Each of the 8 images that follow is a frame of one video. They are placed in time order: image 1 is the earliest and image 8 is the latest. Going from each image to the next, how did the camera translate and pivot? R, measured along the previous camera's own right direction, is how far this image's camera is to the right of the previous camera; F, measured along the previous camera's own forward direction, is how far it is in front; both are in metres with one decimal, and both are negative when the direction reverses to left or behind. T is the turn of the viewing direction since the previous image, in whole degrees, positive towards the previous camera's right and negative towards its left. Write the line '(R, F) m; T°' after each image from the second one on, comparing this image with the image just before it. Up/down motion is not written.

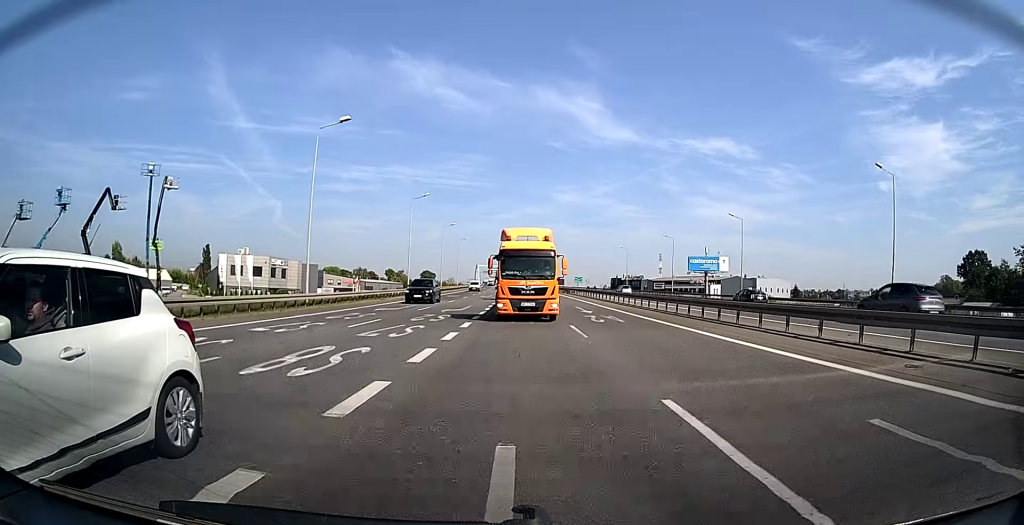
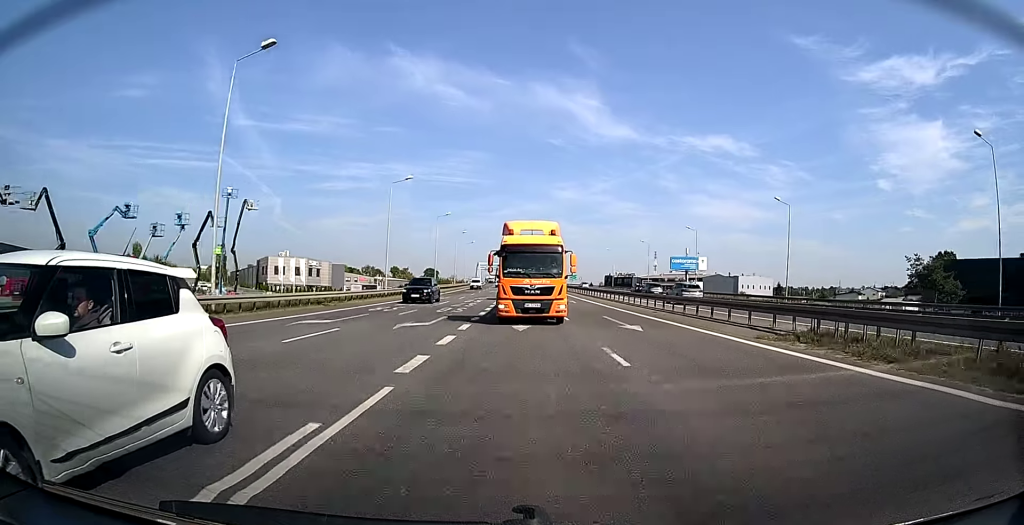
(-0.2, +19.0) m; 0°
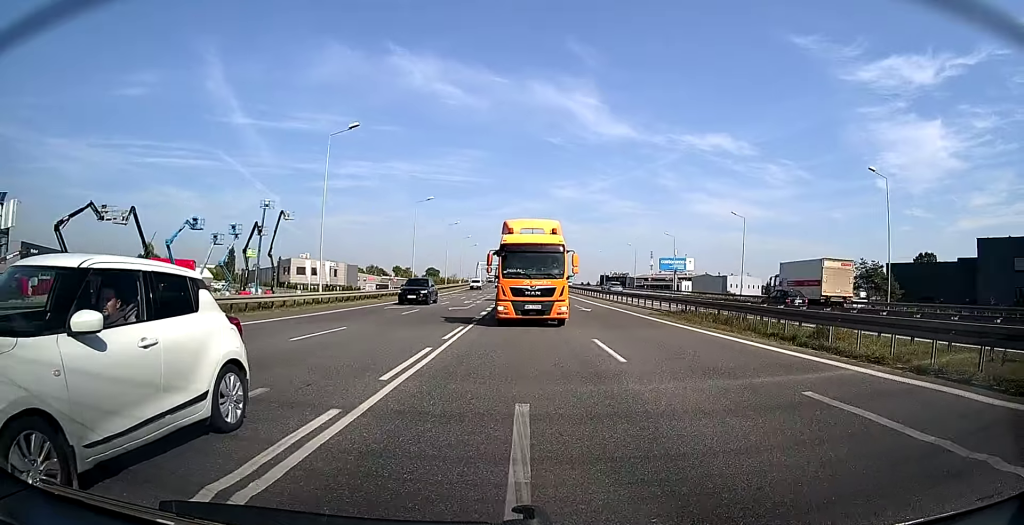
(0.0, +12.6) m; 0°
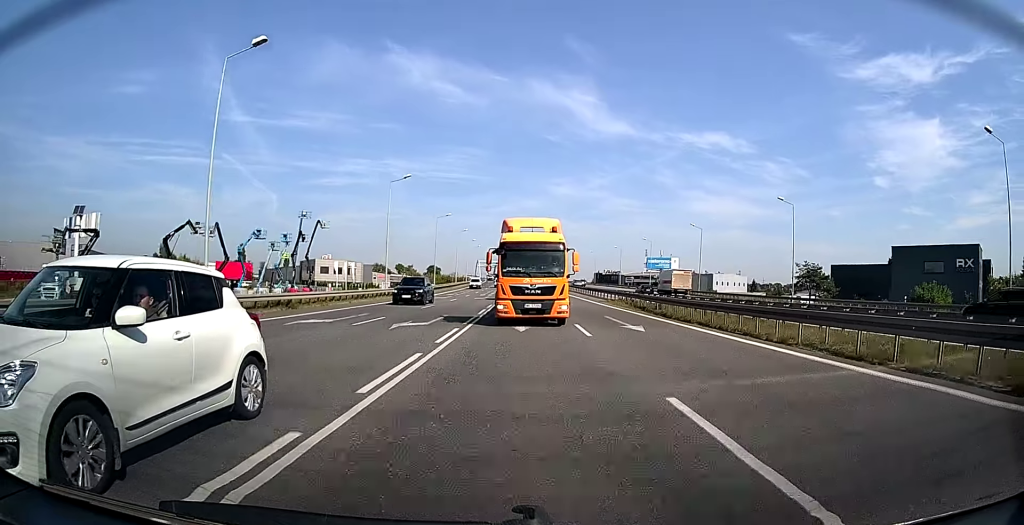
(+0.2, +16.1) m; +1°
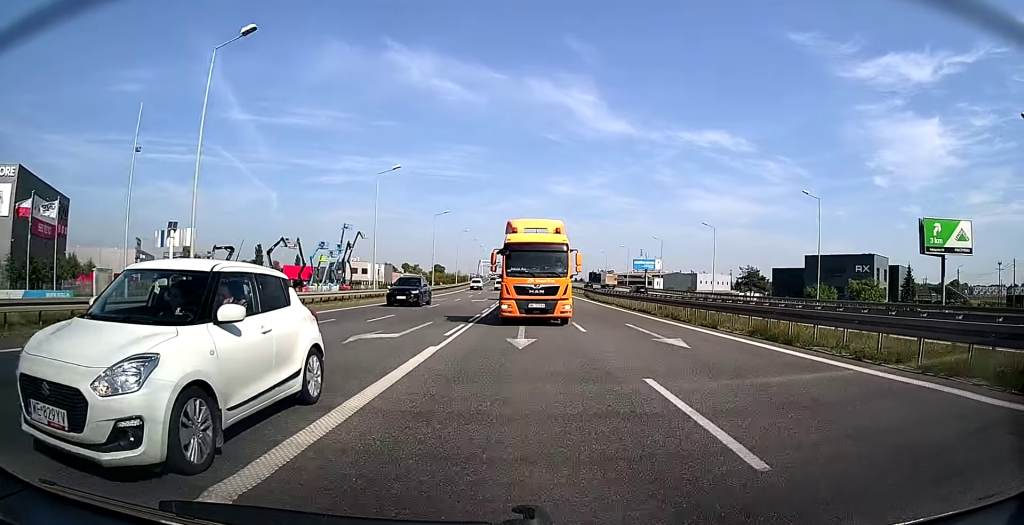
(+0.1, +24.7) m; 0°
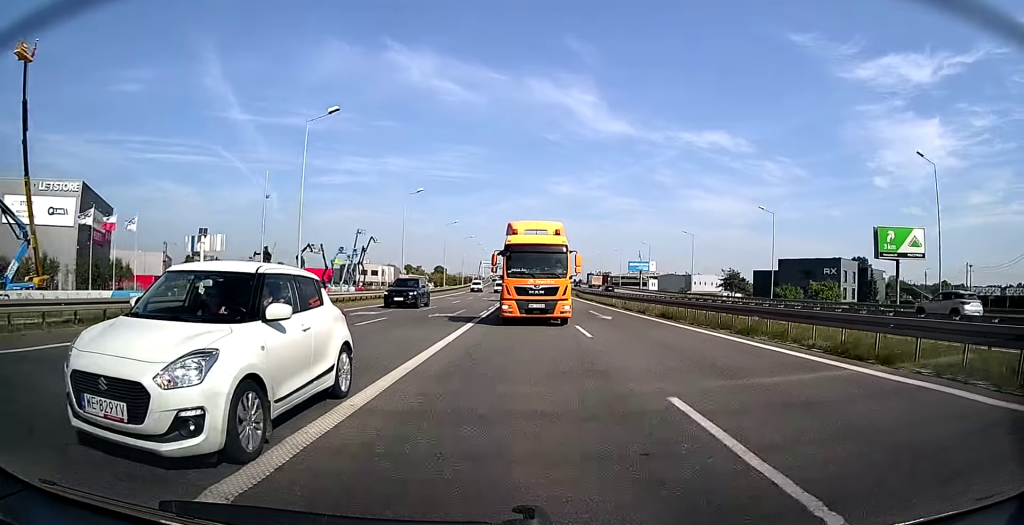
(0.0, +10.7) m; 0°
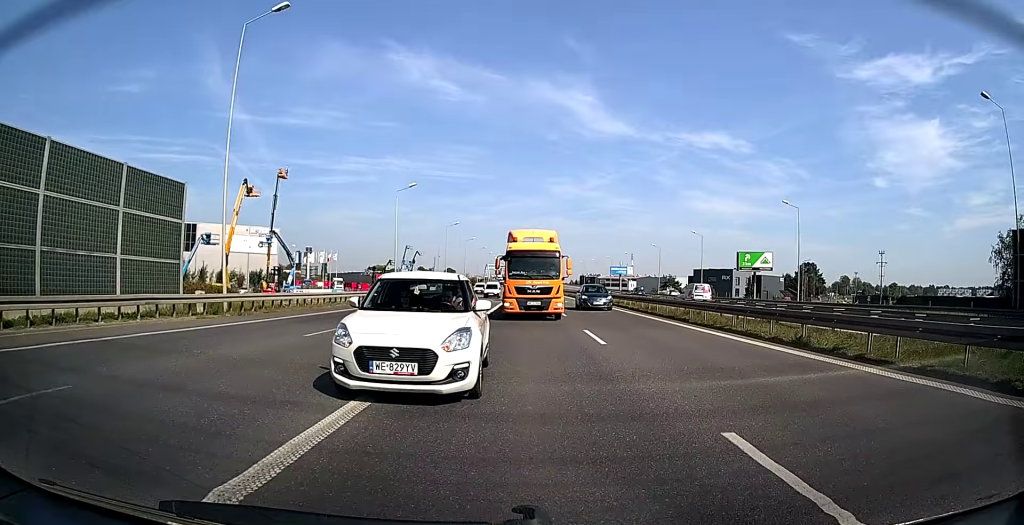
(-0.3, +55.3) m; 0°
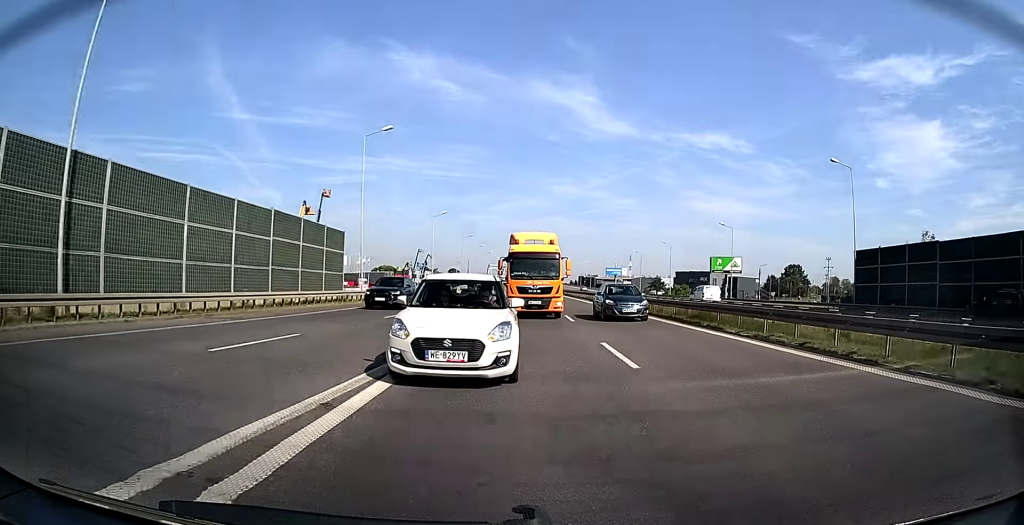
(0.0, +20.1) m; 0°
